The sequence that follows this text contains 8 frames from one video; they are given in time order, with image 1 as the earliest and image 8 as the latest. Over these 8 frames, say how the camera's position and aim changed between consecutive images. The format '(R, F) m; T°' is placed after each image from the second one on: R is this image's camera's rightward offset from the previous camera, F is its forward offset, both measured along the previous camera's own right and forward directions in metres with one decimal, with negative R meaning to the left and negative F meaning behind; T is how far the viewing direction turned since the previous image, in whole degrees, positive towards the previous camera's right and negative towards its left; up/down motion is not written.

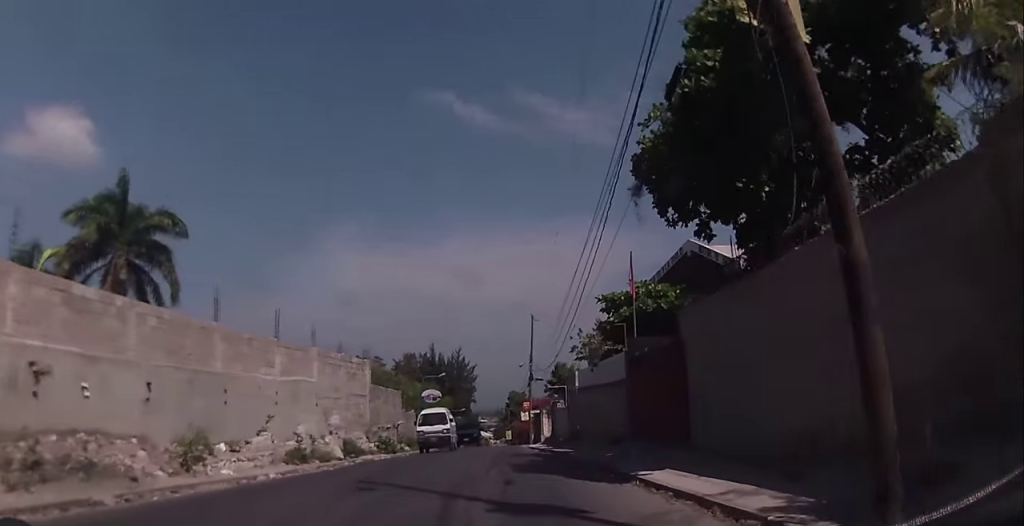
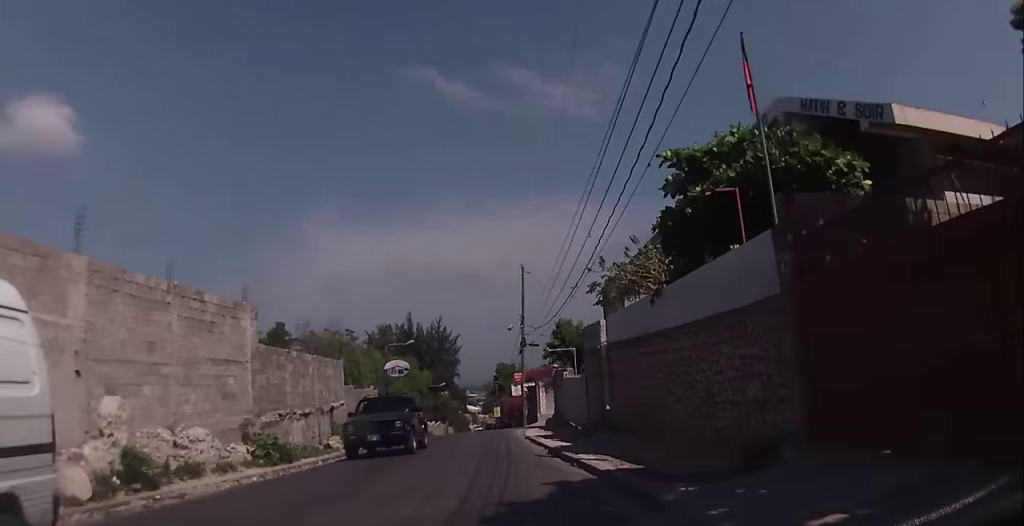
(+0.3, +13.5) m; 0°
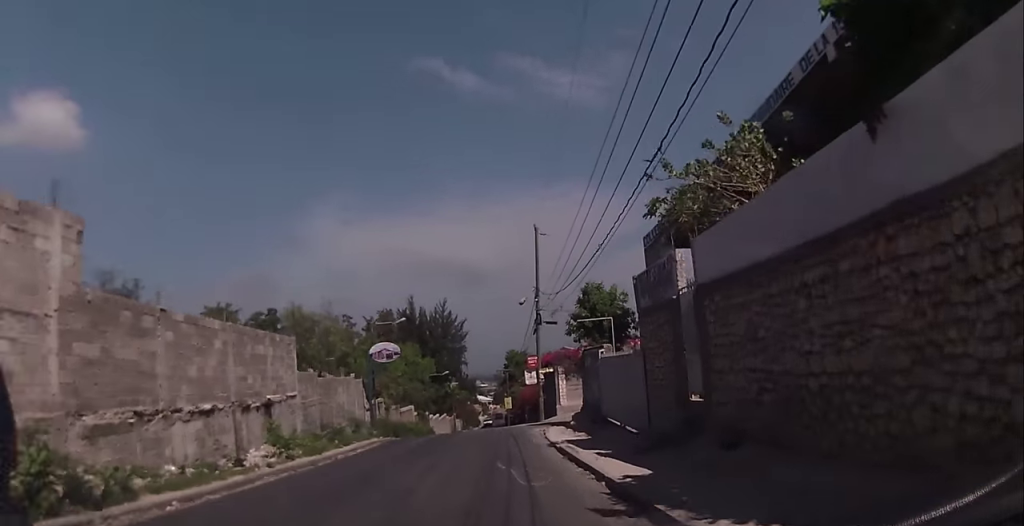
(-0.2, +8.8) m; -2°
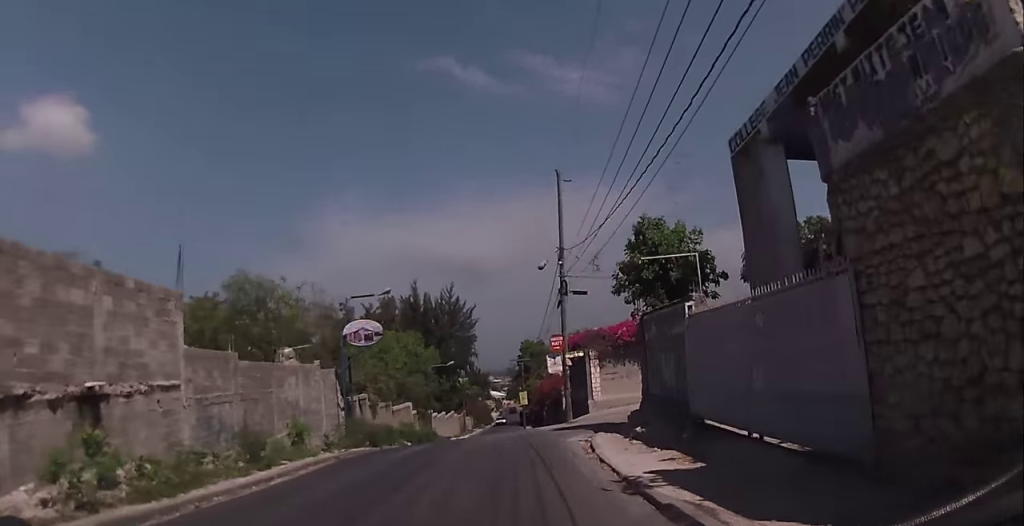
(0.0, +9.4) m; +2°
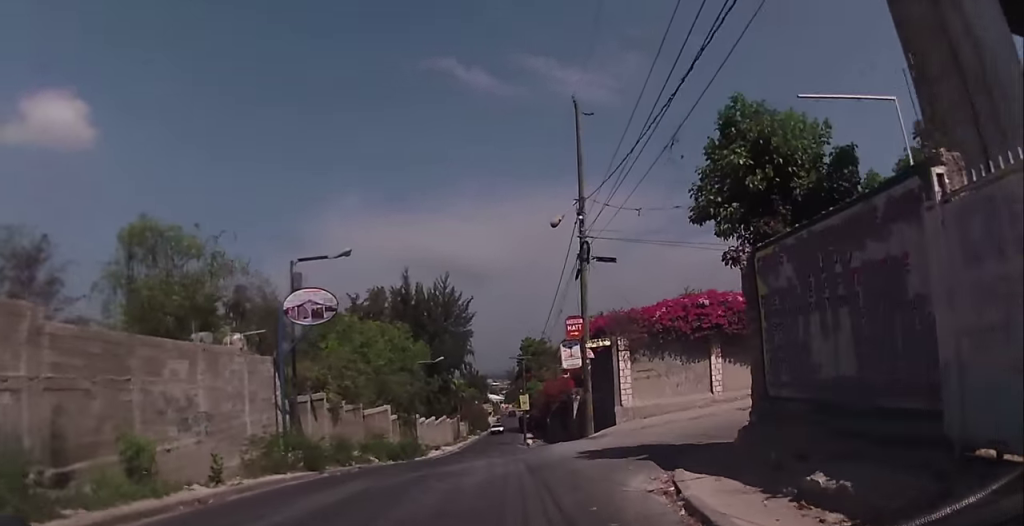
(+0.3, +8.3) m; 0°
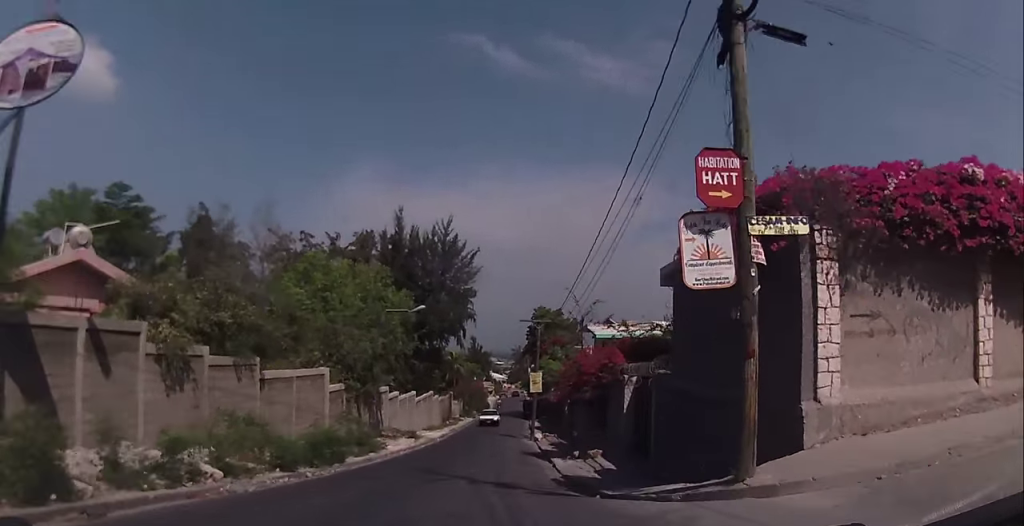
(-0.4, +15.1) m; -3°
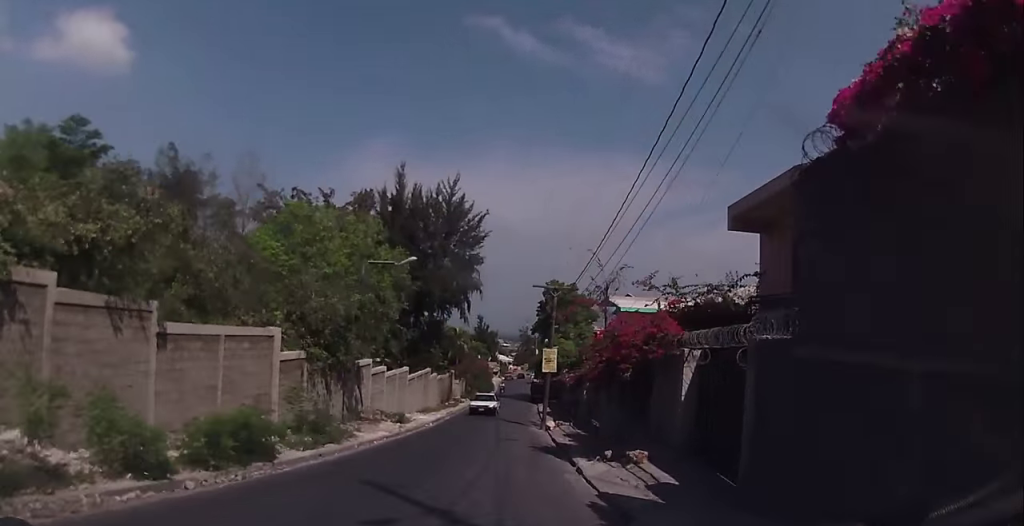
(+0.1, +6.6) m; -1°
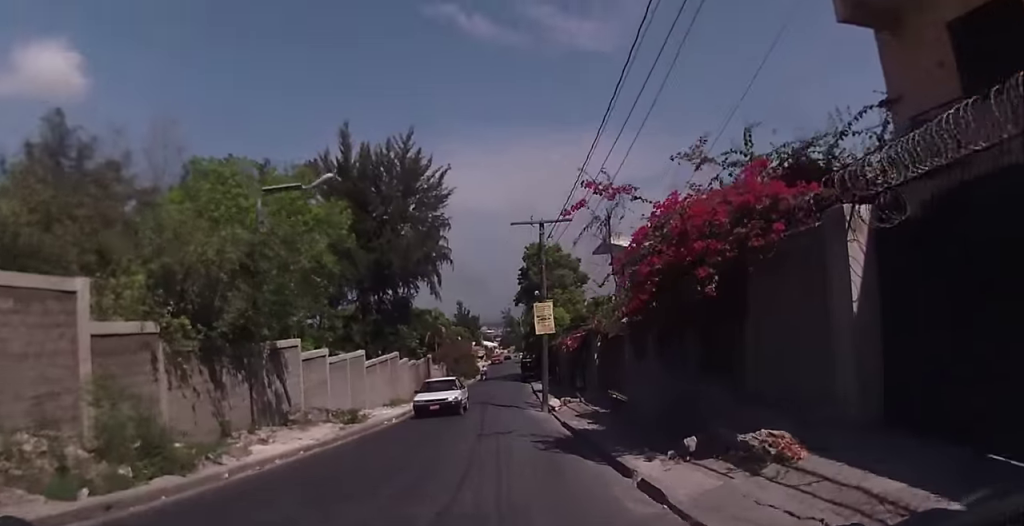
(-0.3, +8.7) m; +2°
